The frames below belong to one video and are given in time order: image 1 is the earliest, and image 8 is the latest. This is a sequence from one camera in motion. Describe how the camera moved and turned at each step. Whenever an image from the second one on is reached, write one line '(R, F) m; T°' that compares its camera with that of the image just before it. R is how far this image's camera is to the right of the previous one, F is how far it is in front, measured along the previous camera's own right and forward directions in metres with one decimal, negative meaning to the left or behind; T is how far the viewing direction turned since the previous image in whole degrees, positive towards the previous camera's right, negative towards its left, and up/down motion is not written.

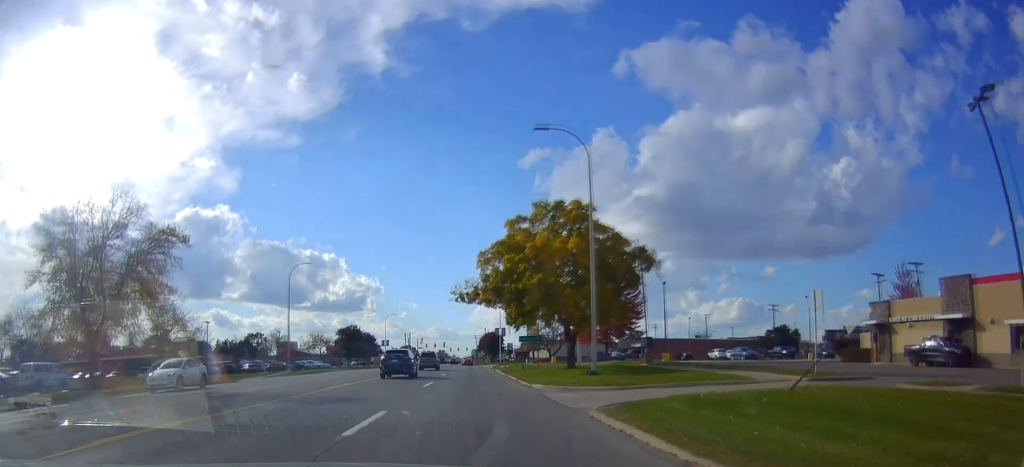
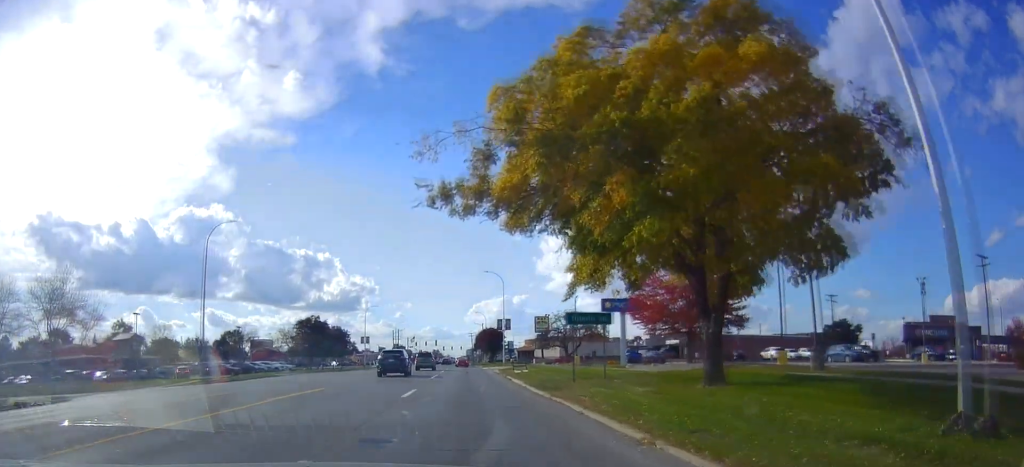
(0.0, +22.7) m; 0°
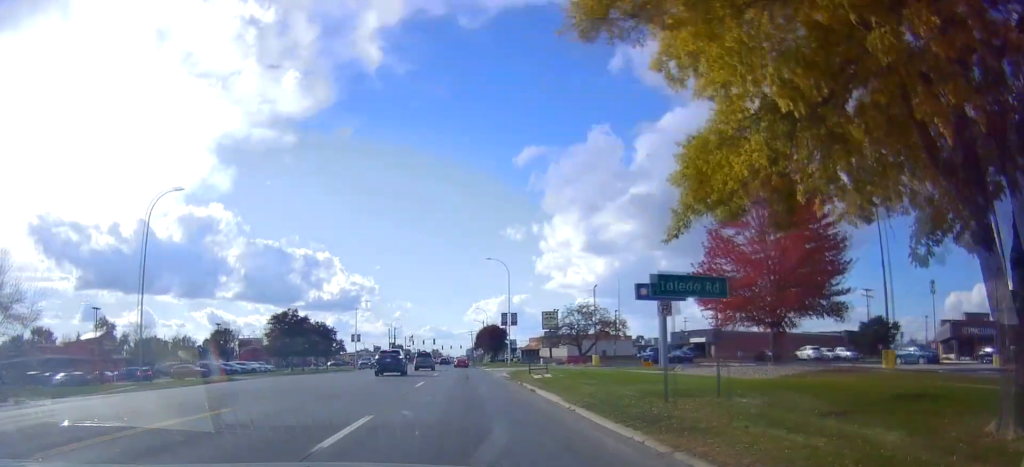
(0.0, +10.2) m; 0°
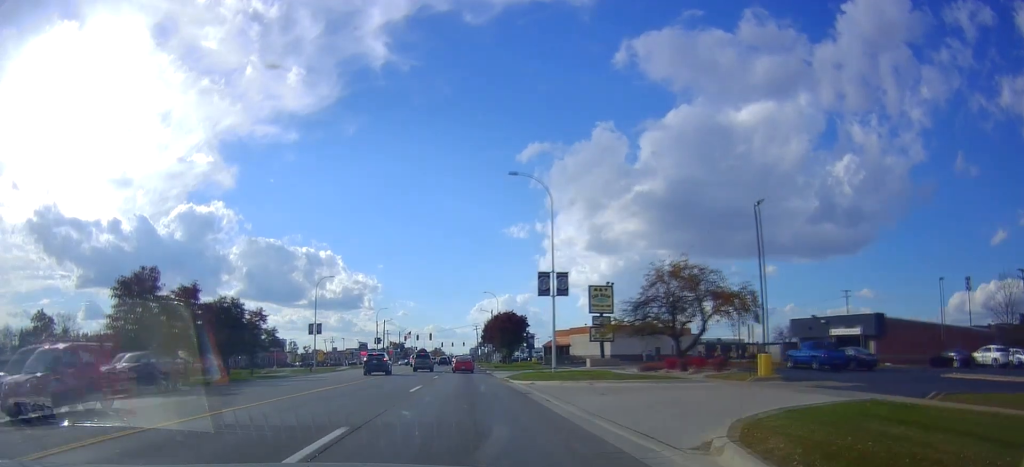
(-1.1, +34.8) m; -3°
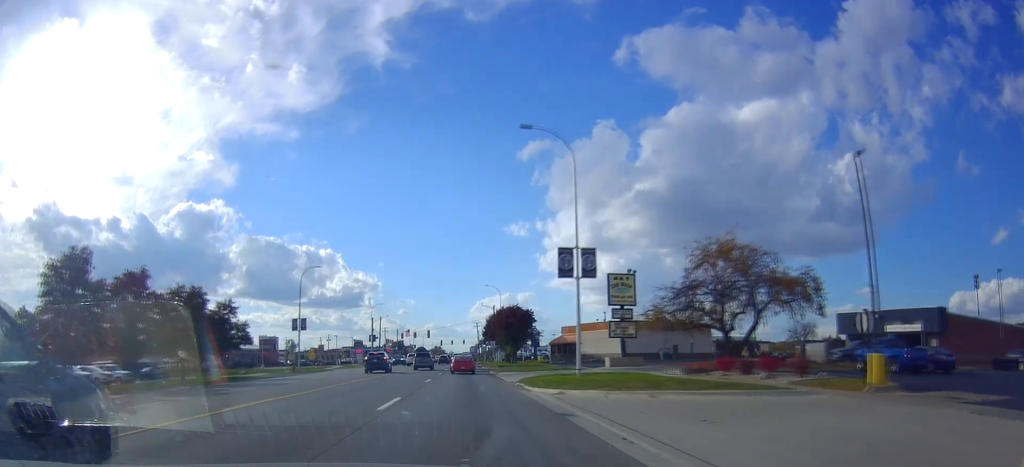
(+0.4, +9.2) m; 0°
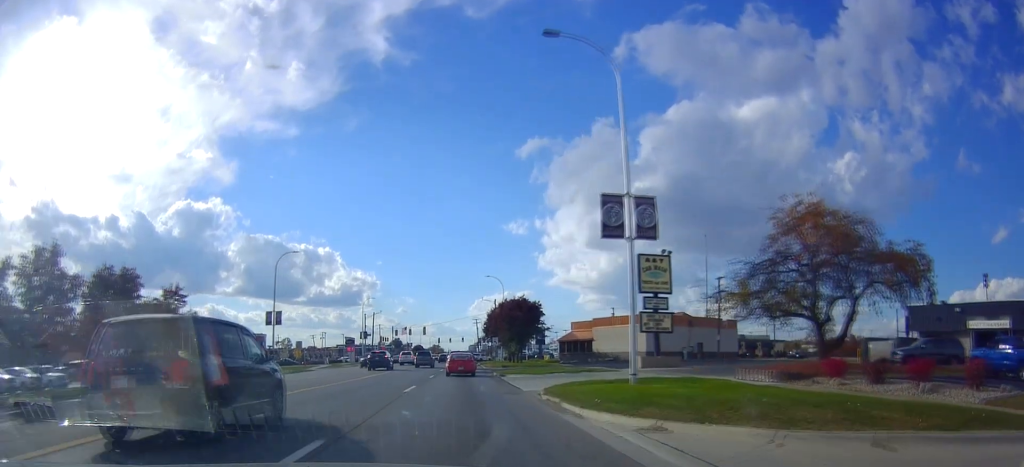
(-0.5, +11.3) m; -1°
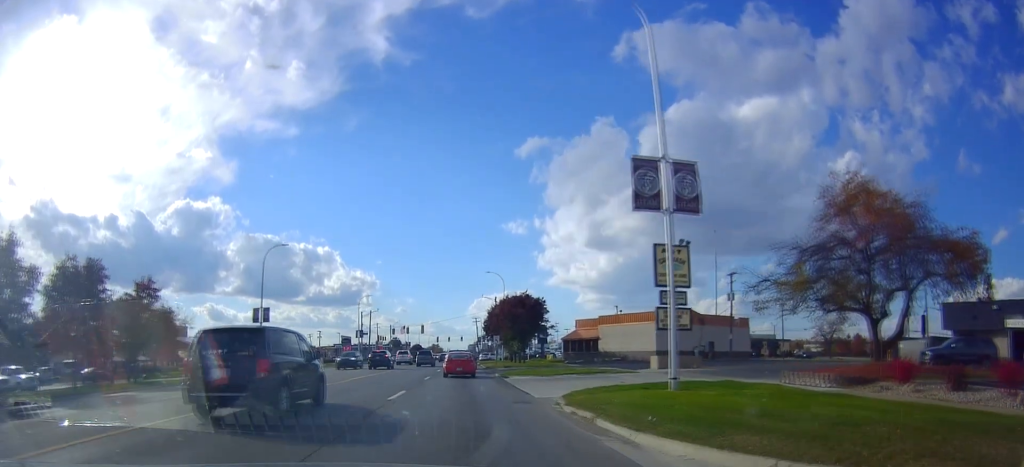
(+0.2, +4.2) m; 0°
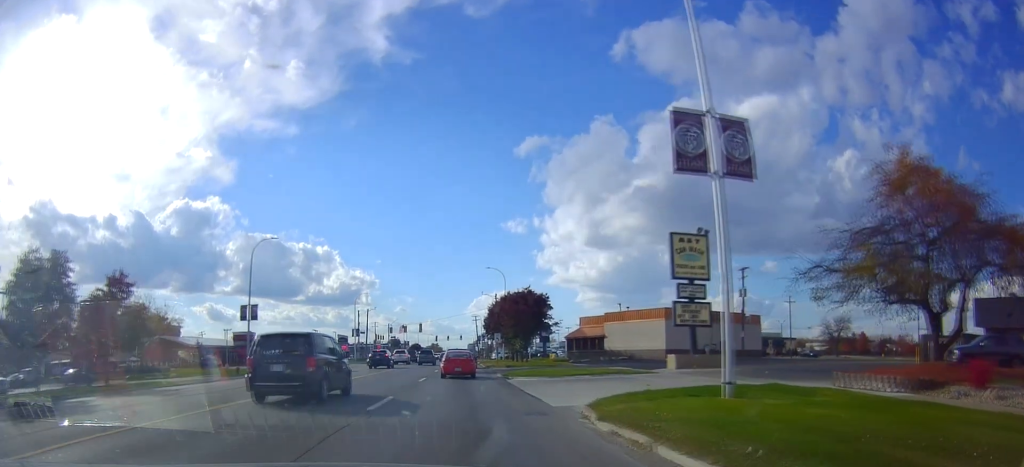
(+0.2, +3.9) m; 0°
